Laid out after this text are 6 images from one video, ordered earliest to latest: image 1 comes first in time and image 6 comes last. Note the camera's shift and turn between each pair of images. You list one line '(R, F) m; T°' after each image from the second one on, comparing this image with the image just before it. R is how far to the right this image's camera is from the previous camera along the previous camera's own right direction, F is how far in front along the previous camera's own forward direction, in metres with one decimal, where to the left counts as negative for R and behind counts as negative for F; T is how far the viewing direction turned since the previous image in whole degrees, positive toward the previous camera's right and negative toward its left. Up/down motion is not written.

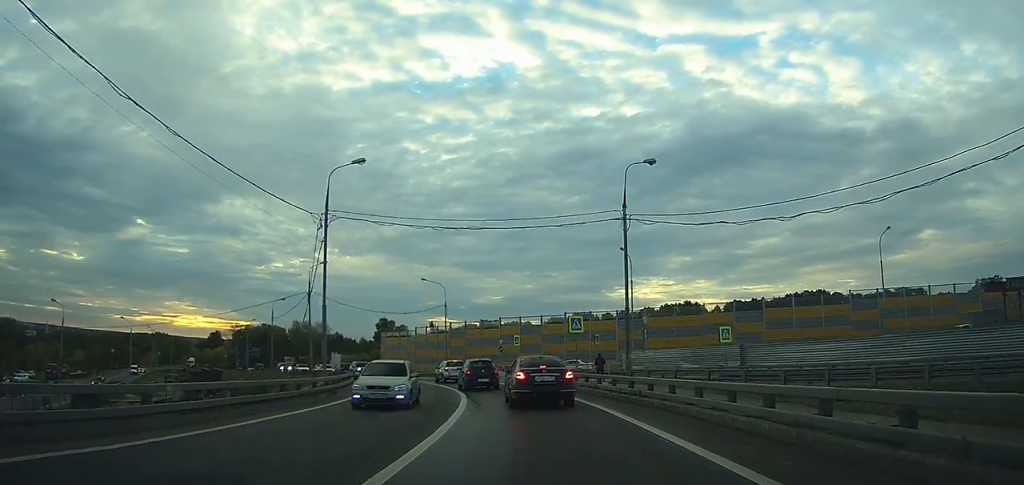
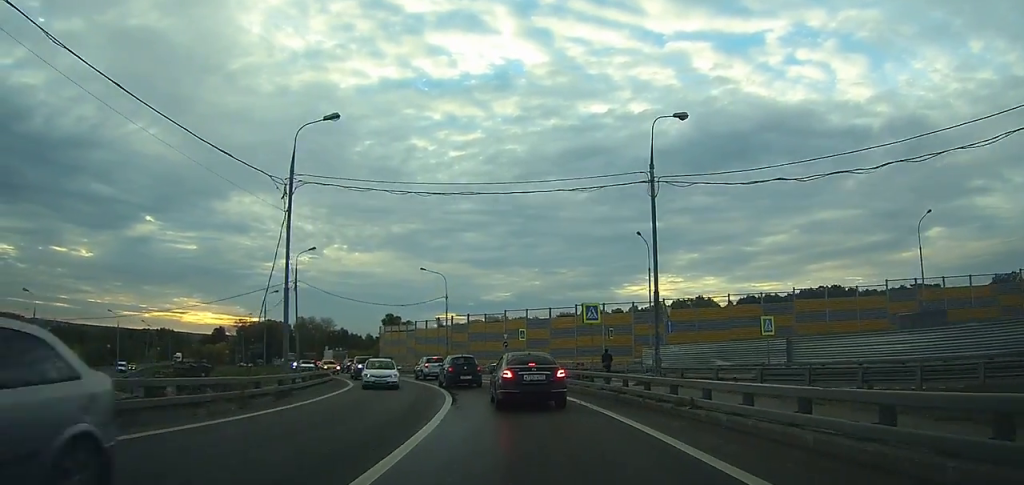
(-0.1, +4.6) m; -2°
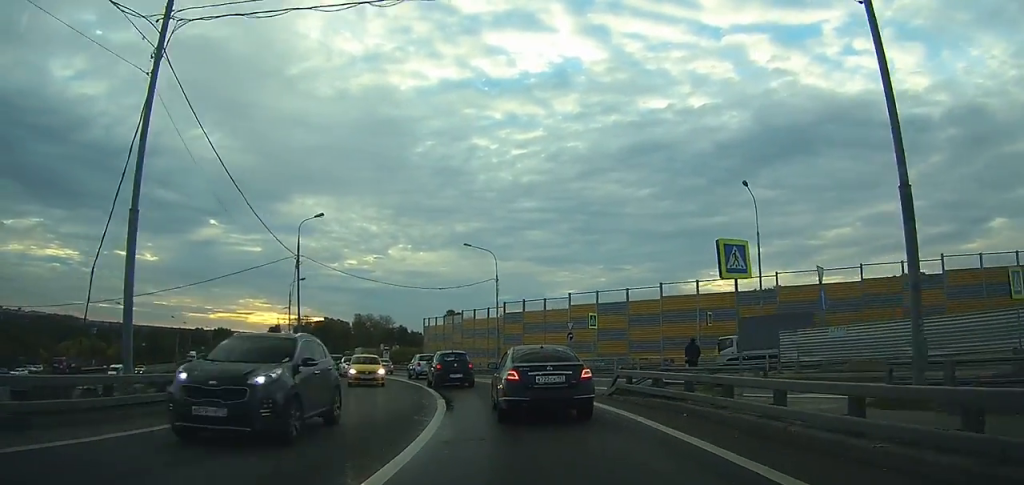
(-0.4, +11.5) m; -6°
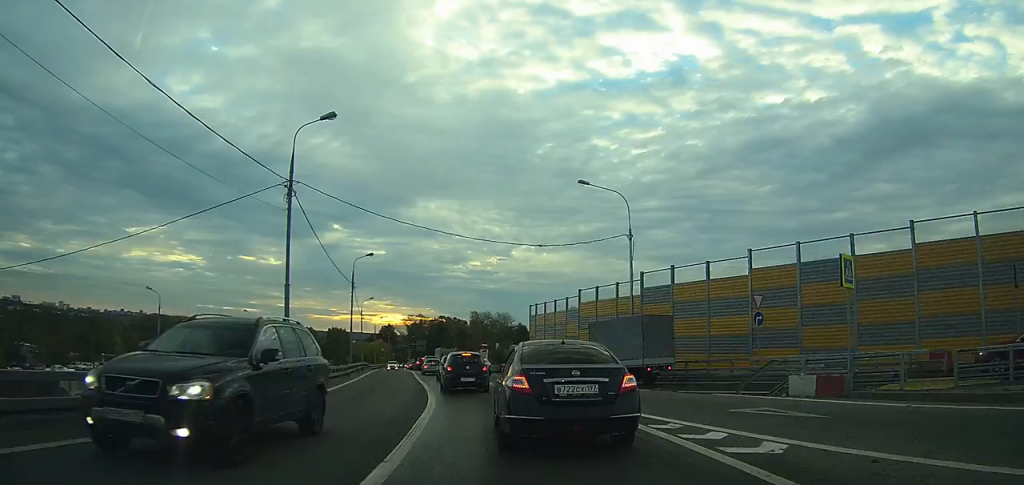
(-2.5, +20.0) m; -14°
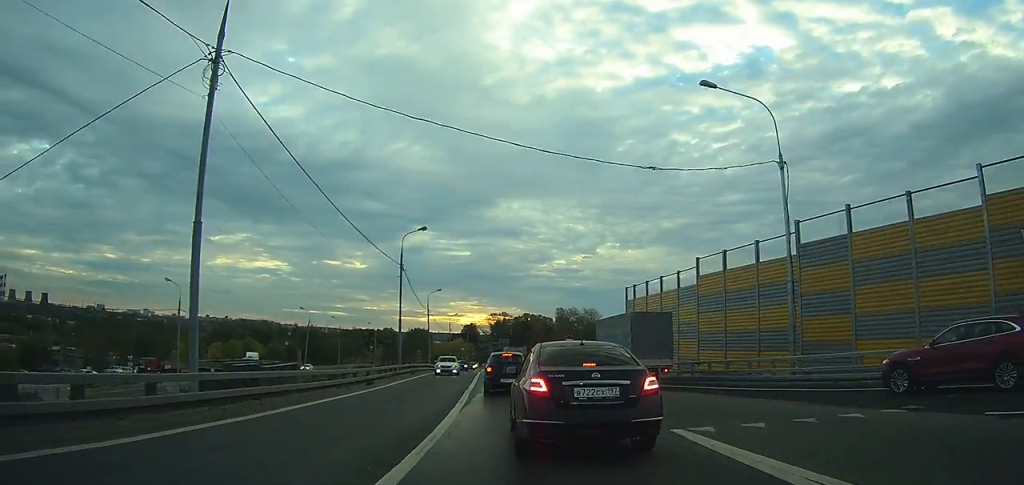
(-1.2, +13.7) m; -11°
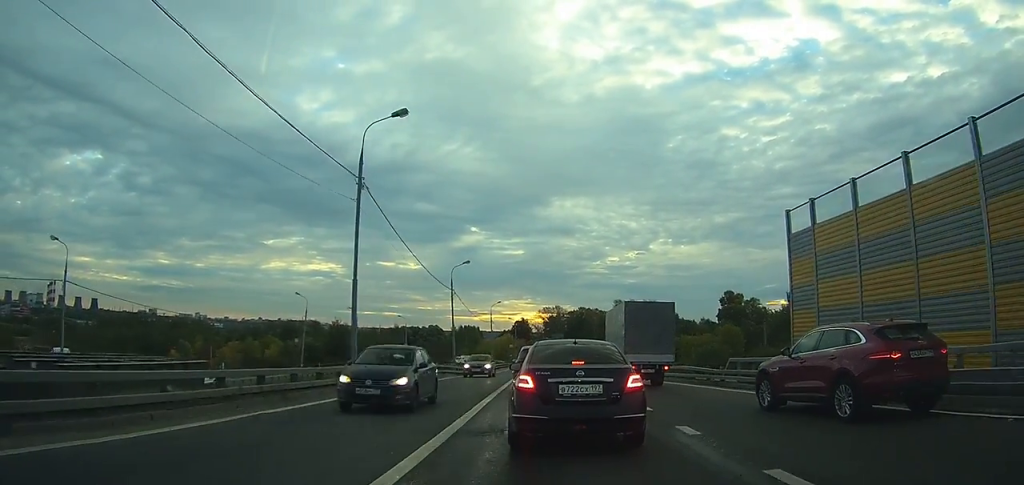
(-1.2, +22.0) m; 0°
